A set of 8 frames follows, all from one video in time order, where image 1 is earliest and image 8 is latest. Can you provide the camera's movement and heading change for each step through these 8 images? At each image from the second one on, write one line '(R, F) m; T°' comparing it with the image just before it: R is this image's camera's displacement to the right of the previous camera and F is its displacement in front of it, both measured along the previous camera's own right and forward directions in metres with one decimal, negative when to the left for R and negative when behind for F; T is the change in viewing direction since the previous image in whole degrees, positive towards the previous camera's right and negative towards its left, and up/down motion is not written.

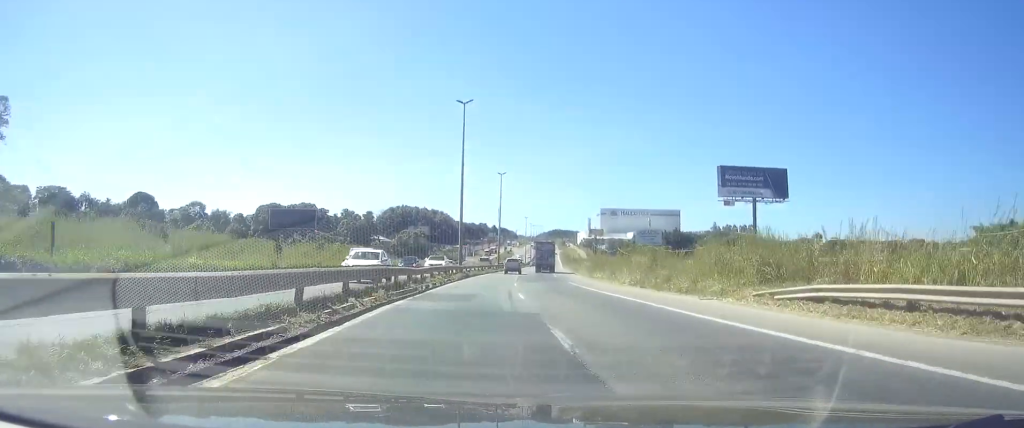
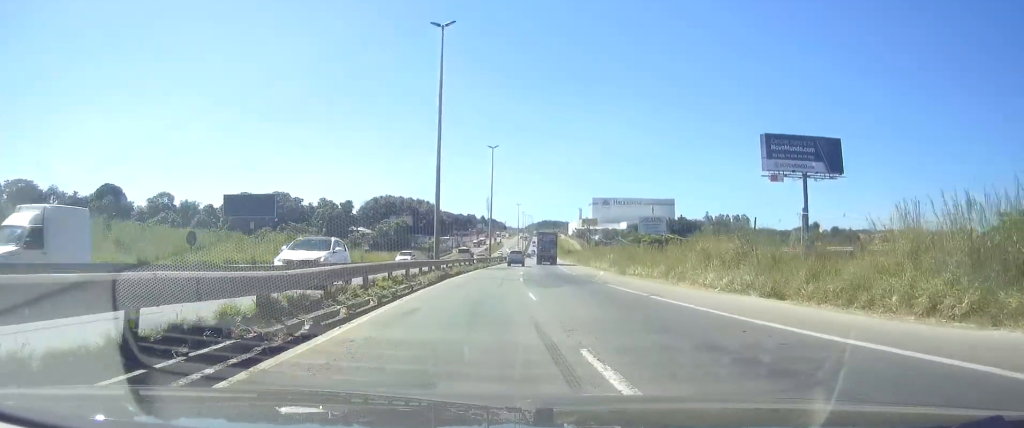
(+0.2, +18.3) m; +1°
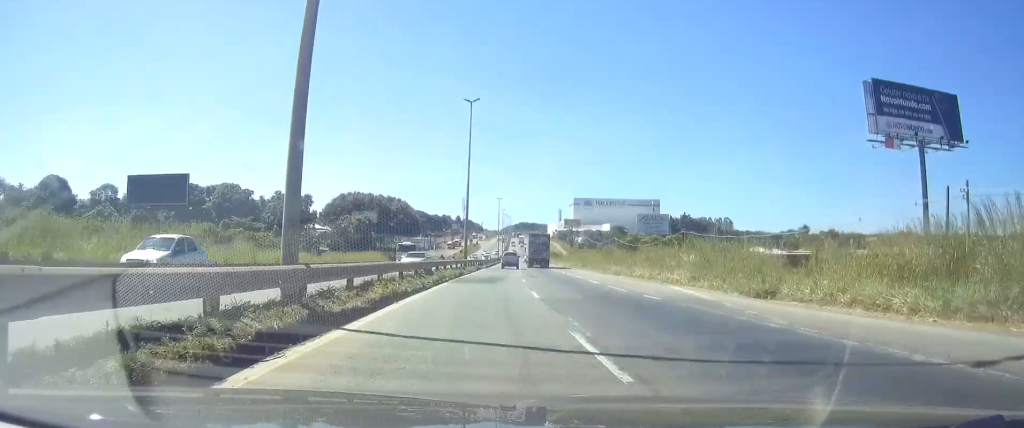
(+0.3, +26.0) m; +2°
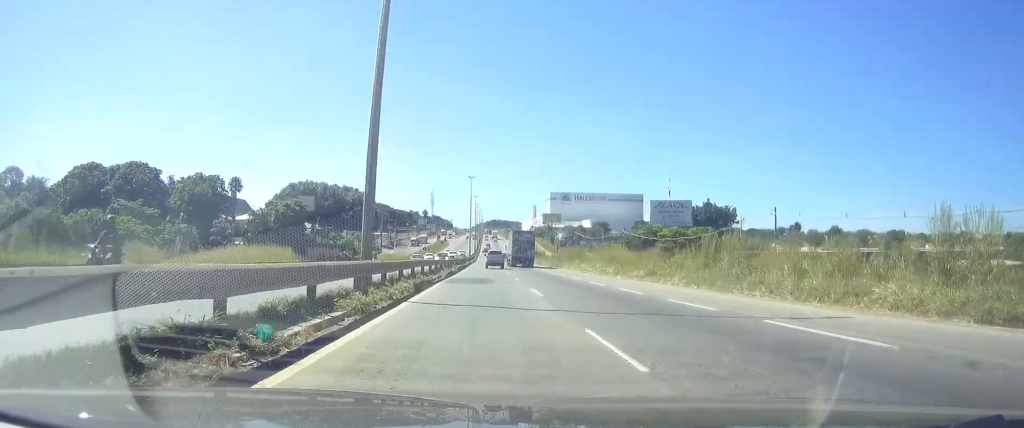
(+1.0, +40.5) m; +3°
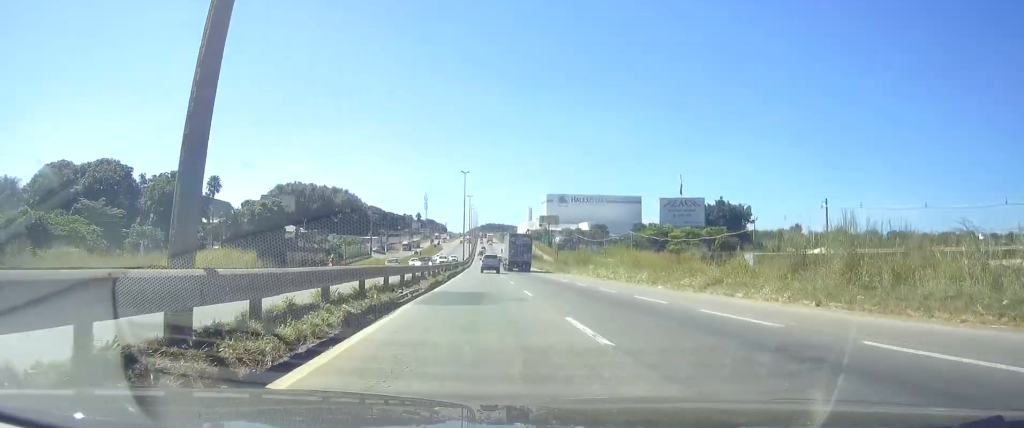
(+0.2, +11.0) m; +1°
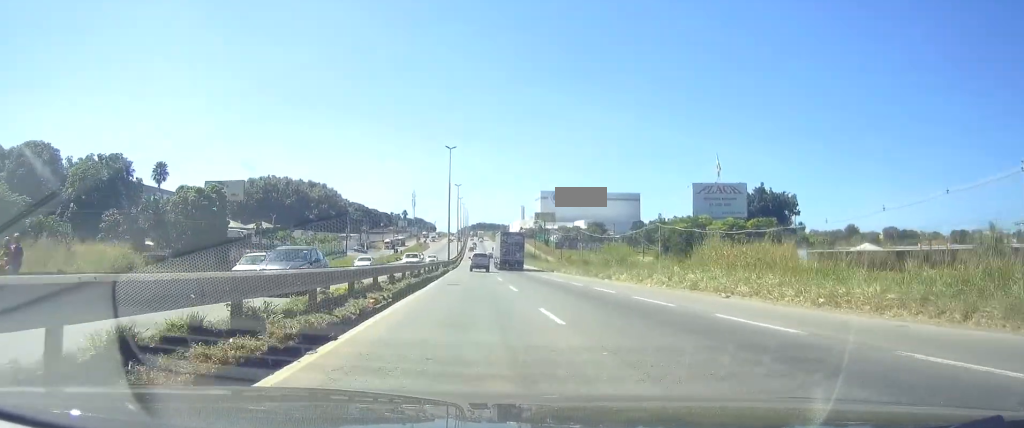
(+0.3, +24.6) m; +1°
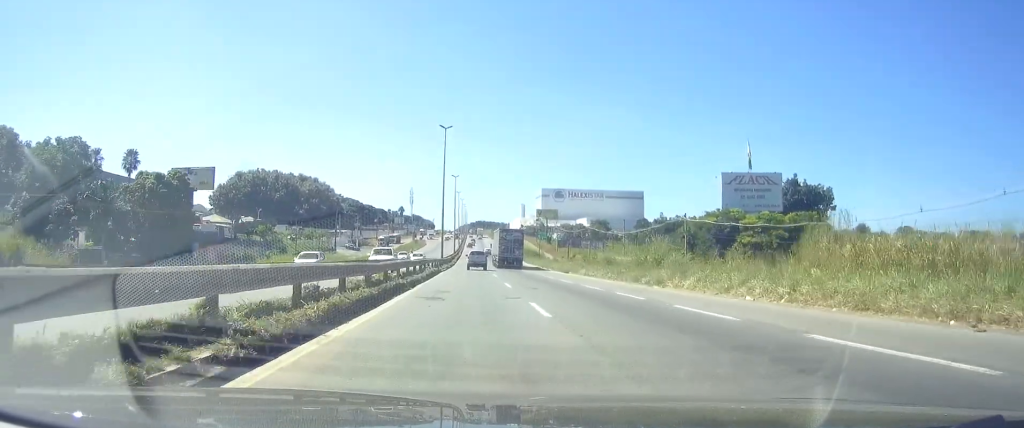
(+0.1, +12.7) m; 0°
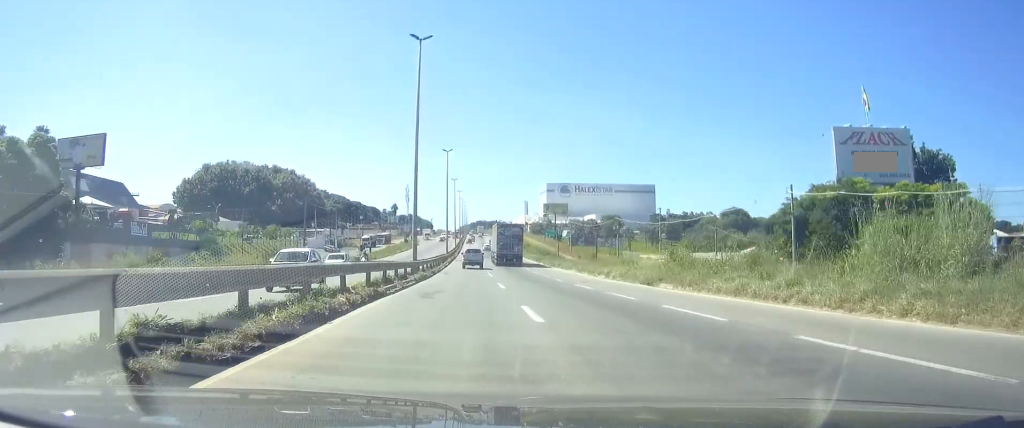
(0.0, +30.4) m; 0°
